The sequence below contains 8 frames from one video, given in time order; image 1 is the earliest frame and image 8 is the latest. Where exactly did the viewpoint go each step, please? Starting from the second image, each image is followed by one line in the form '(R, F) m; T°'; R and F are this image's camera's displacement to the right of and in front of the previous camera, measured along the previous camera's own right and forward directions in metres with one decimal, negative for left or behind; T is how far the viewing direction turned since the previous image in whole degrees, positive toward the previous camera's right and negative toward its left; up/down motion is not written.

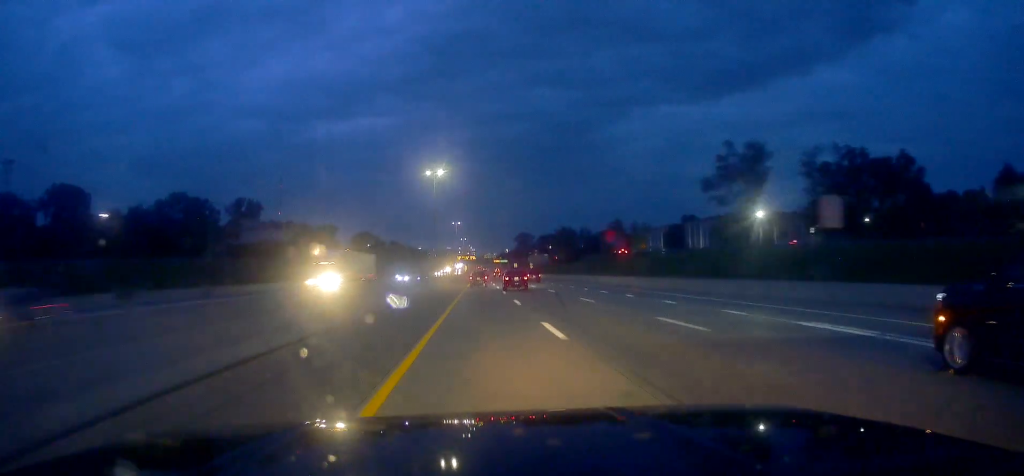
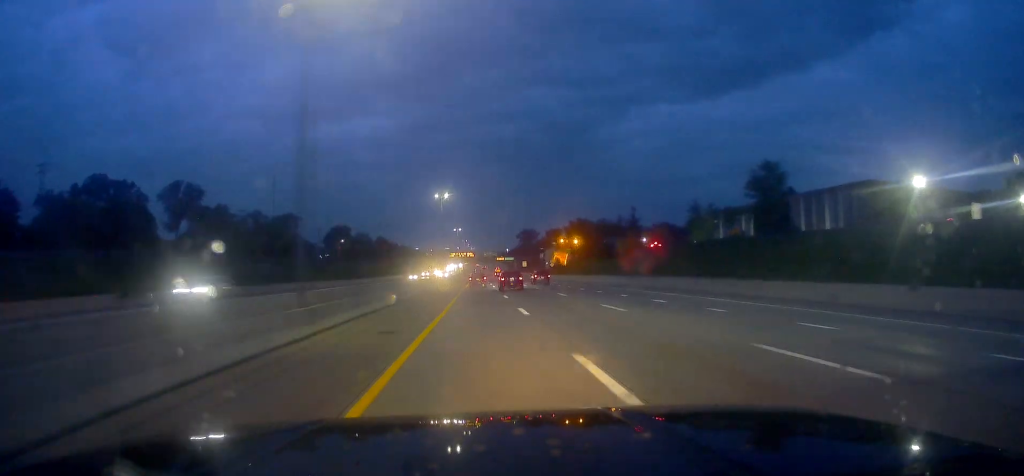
(0.0, +53.5) m; 0°
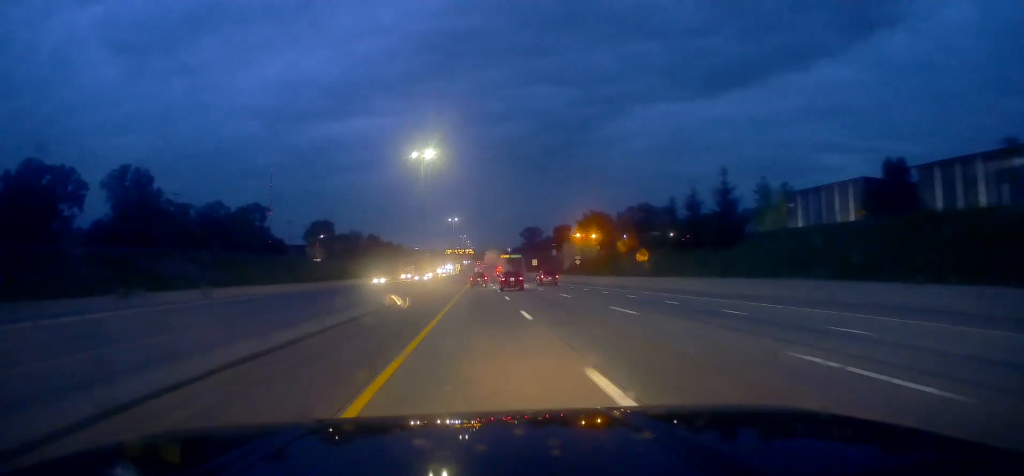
(0.0, +31.9) m; 0°
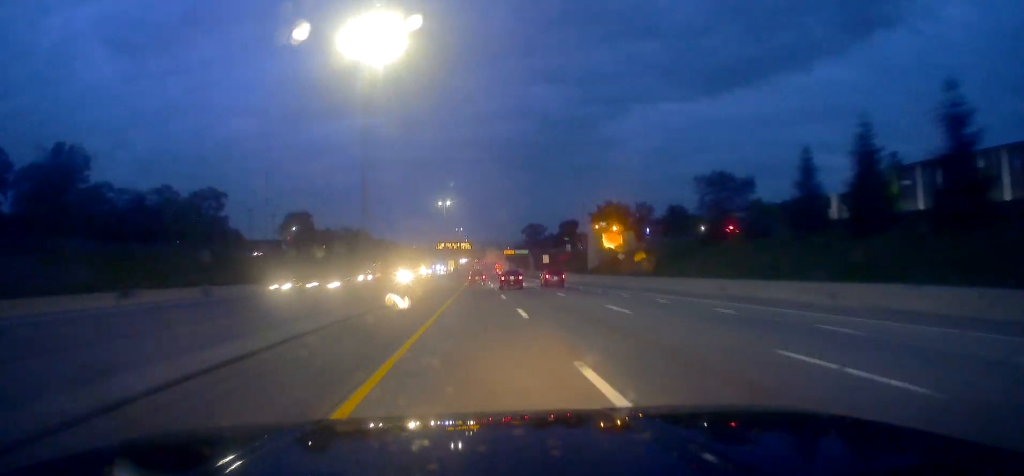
(-0.2, +29.6) m; 0°
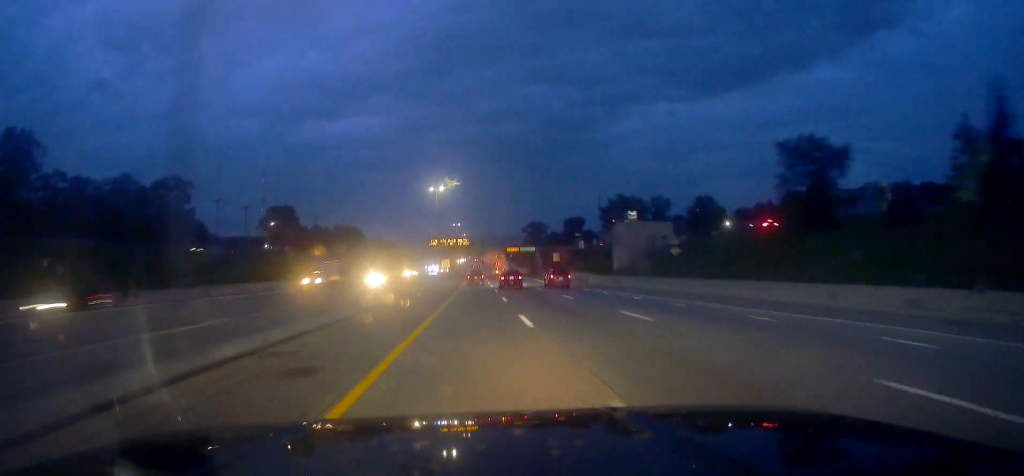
(-0.2, +18.2) m; 0°
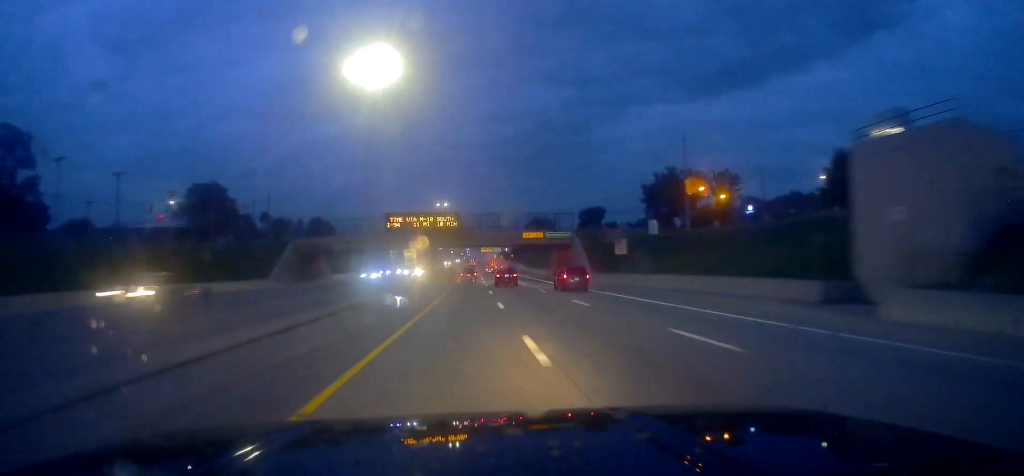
(+0.2, +52.4) m; 0°
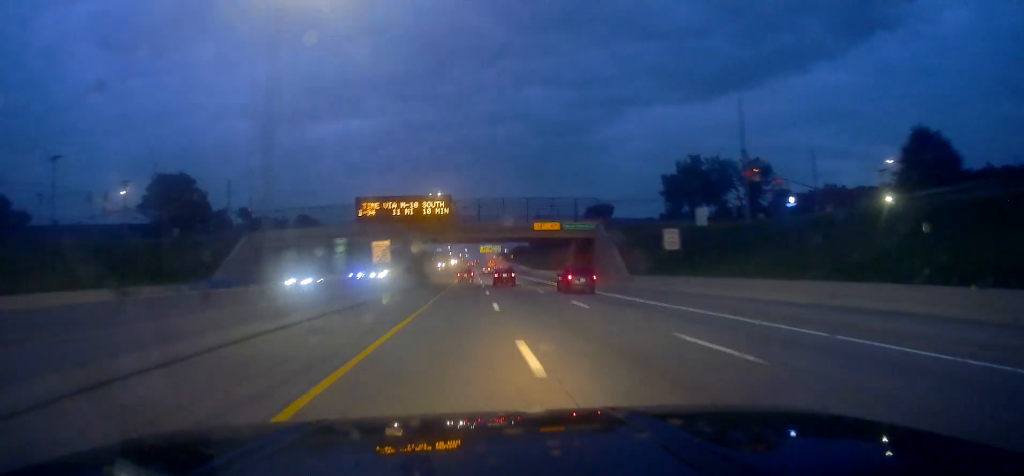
(-0.2, +16.0) m; 0°
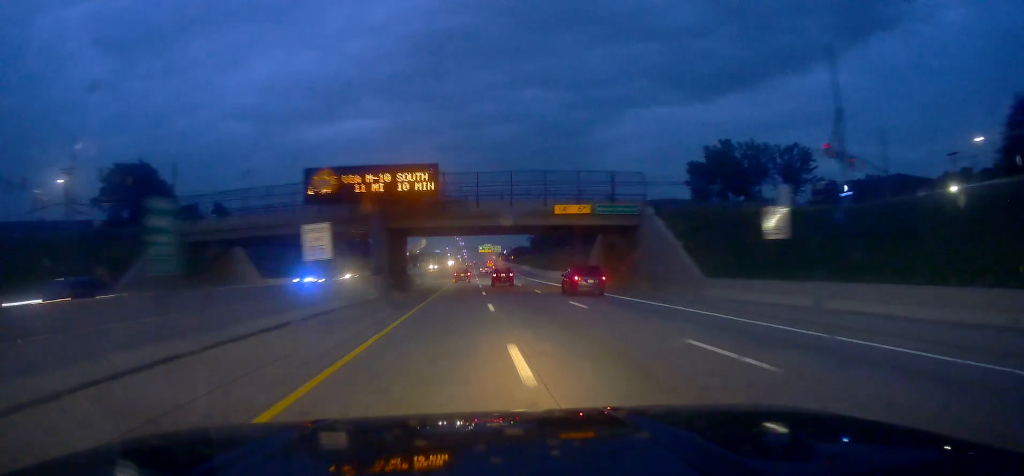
(+0.4, +16.1) m; 0°
